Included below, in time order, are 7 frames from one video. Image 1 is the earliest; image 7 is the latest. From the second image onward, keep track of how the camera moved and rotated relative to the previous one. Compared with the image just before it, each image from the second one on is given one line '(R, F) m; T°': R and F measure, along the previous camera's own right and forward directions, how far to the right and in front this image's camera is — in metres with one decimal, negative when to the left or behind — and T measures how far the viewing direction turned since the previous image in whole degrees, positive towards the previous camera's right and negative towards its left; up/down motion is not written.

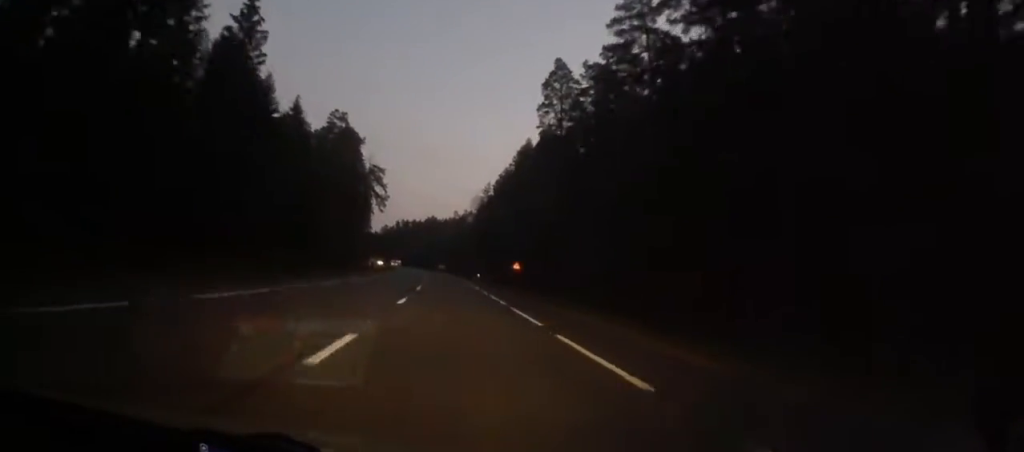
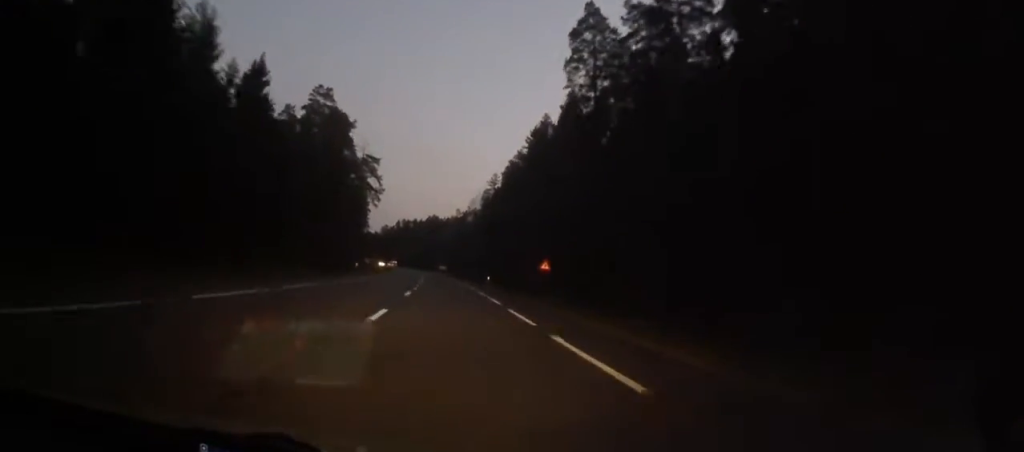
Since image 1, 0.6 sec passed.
(0.0, +18.0) m; 0°
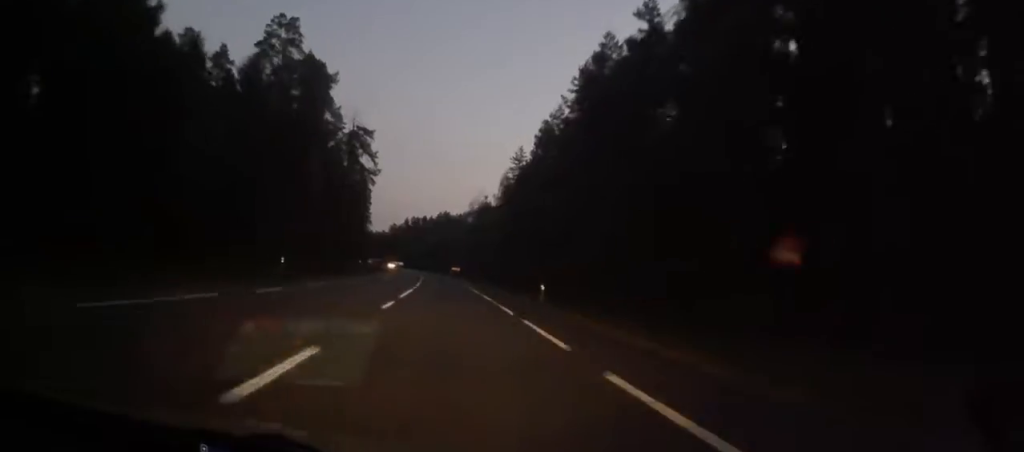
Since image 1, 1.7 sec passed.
(-0.3, +31.9) m; -1°
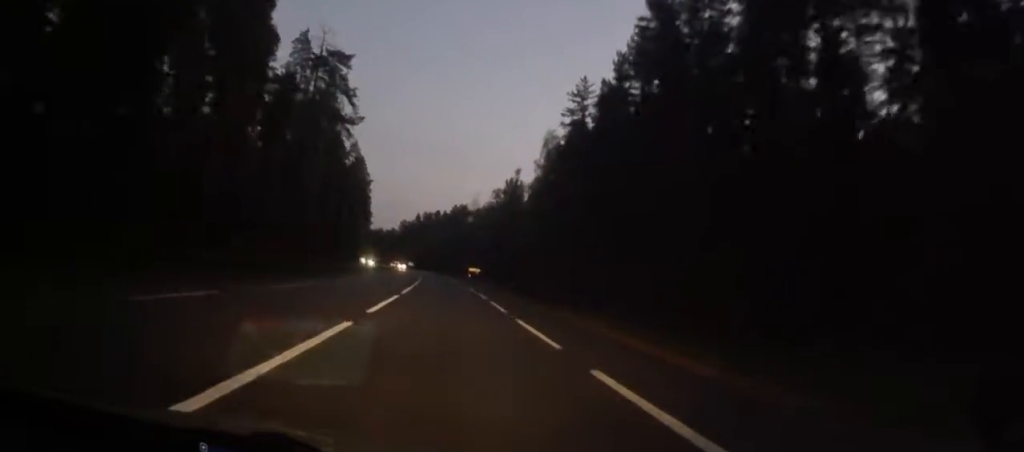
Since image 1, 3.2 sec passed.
(-0.4, +44.6) m; -1°
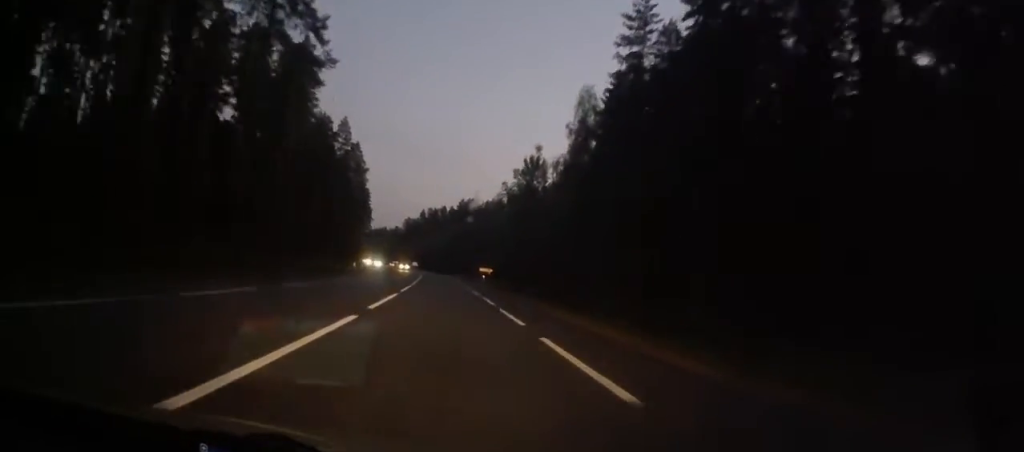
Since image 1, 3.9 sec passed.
(-0.1, +22.9) m; -1°
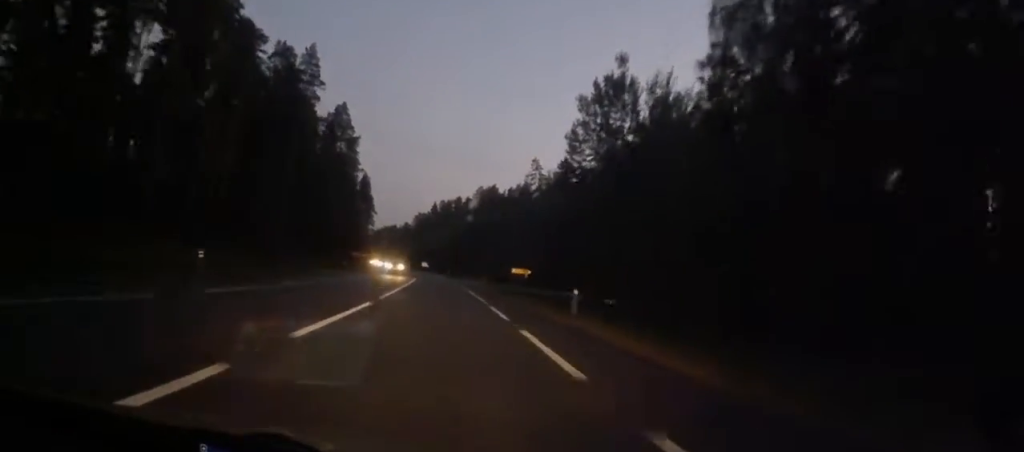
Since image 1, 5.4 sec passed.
(-0.5, +43.6) m; -1°
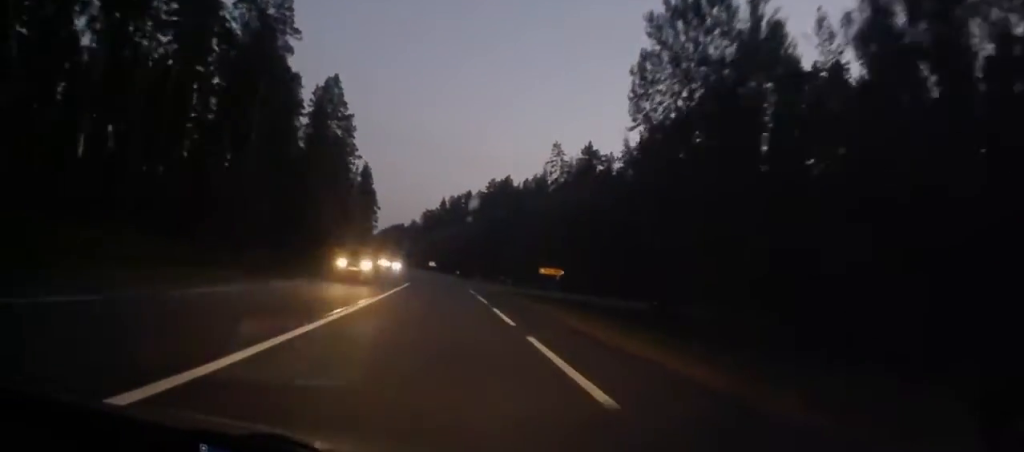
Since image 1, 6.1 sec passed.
(0.0, +19.8) m; 0°
